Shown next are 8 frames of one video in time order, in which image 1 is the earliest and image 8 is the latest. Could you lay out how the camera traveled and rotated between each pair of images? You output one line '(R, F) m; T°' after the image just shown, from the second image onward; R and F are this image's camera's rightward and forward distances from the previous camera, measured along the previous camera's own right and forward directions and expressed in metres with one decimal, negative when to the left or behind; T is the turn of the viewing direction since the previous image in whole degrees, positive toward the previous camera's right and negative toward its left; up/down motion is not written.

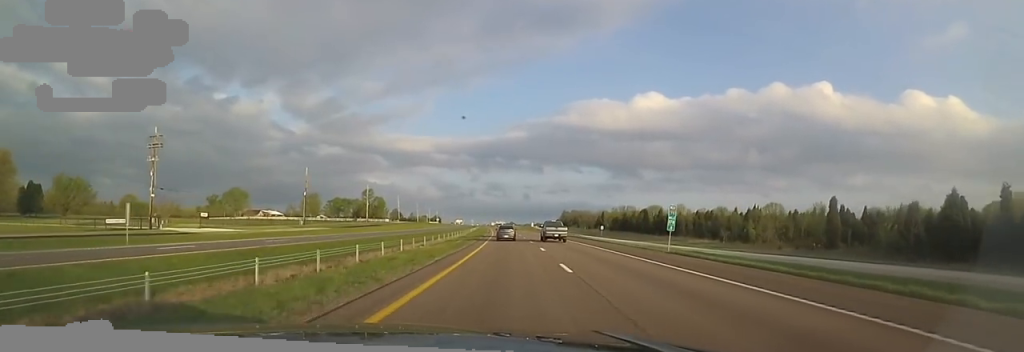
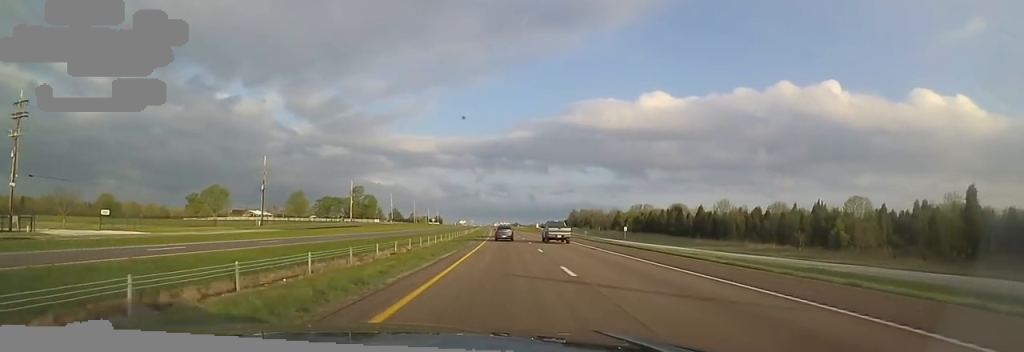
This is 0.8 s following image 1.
(+0.4, +25.2) m; 0°
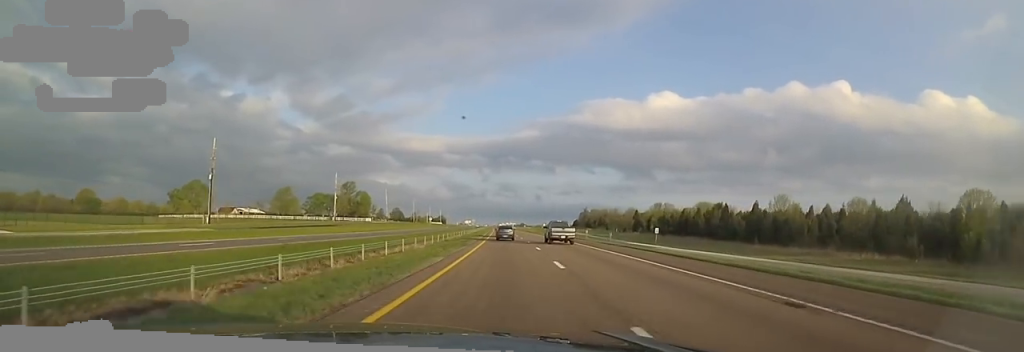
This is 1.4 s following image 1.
(-0.1, +22.1) m; -2°
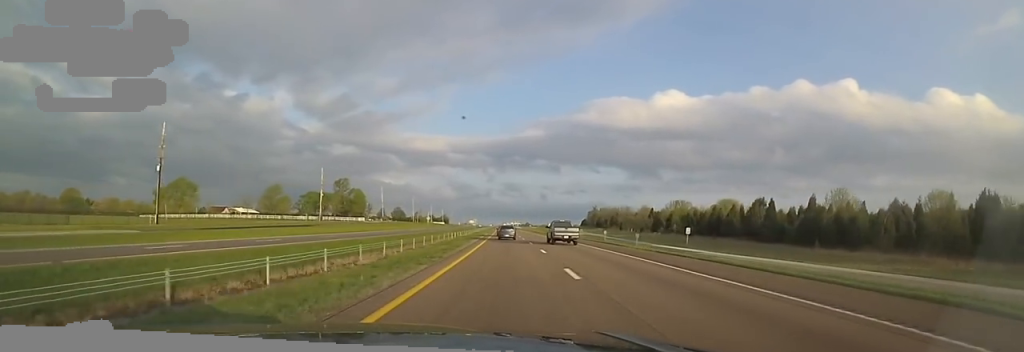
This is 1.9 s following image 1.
(-0.3, +15.4) m; 0°
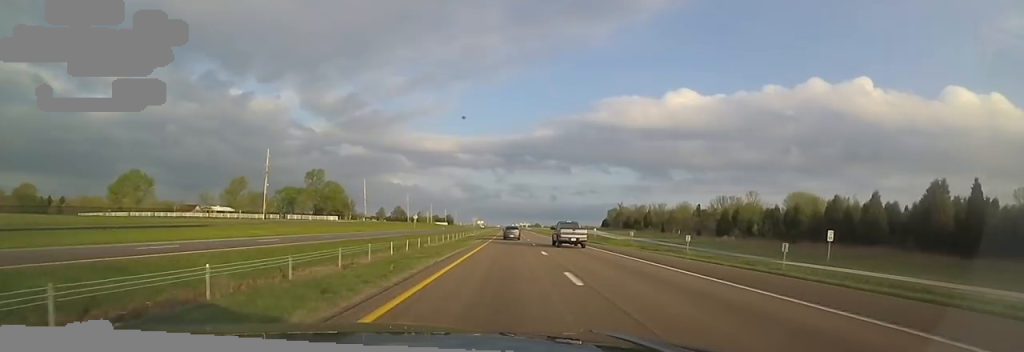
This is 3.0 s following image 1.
(-0.1, +37.5) m; -1°
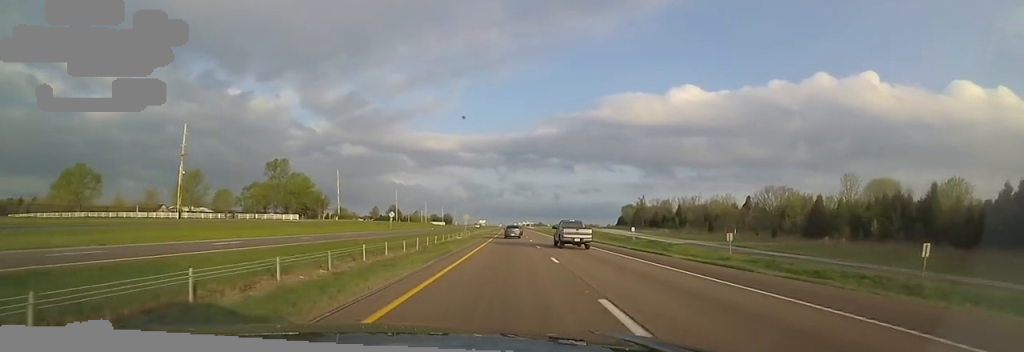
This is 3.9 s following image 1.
(-0.5, +29.6) m; -1°
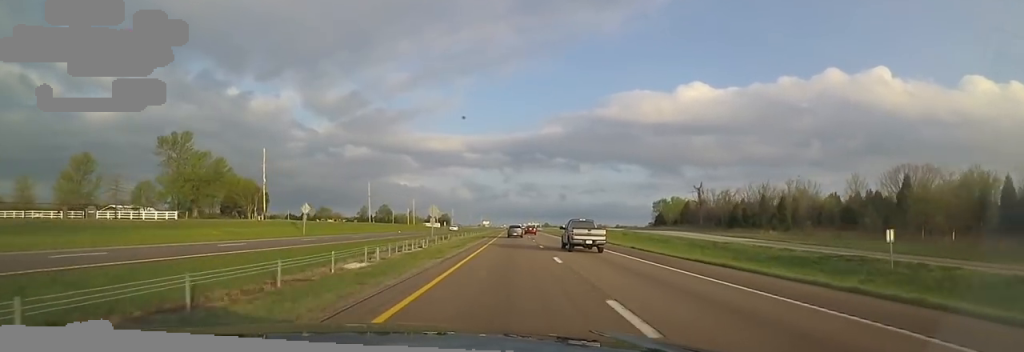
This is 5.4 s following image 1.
(+0.8, +48.3) m; +1°
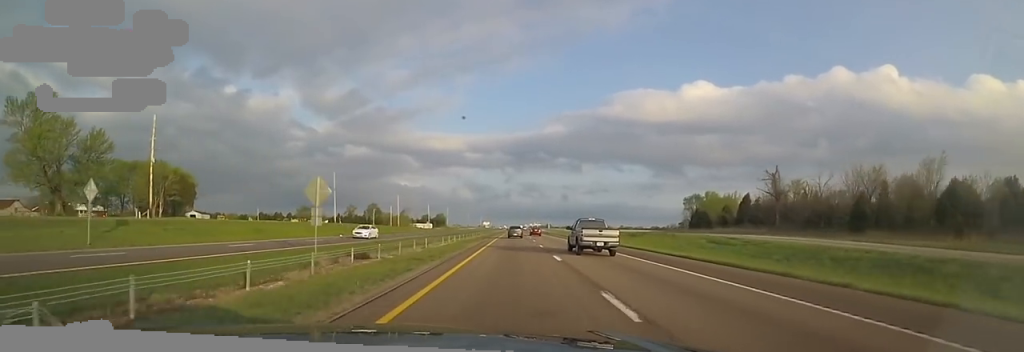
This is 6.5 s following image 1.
(-1.1, +35.4) m; -1°
